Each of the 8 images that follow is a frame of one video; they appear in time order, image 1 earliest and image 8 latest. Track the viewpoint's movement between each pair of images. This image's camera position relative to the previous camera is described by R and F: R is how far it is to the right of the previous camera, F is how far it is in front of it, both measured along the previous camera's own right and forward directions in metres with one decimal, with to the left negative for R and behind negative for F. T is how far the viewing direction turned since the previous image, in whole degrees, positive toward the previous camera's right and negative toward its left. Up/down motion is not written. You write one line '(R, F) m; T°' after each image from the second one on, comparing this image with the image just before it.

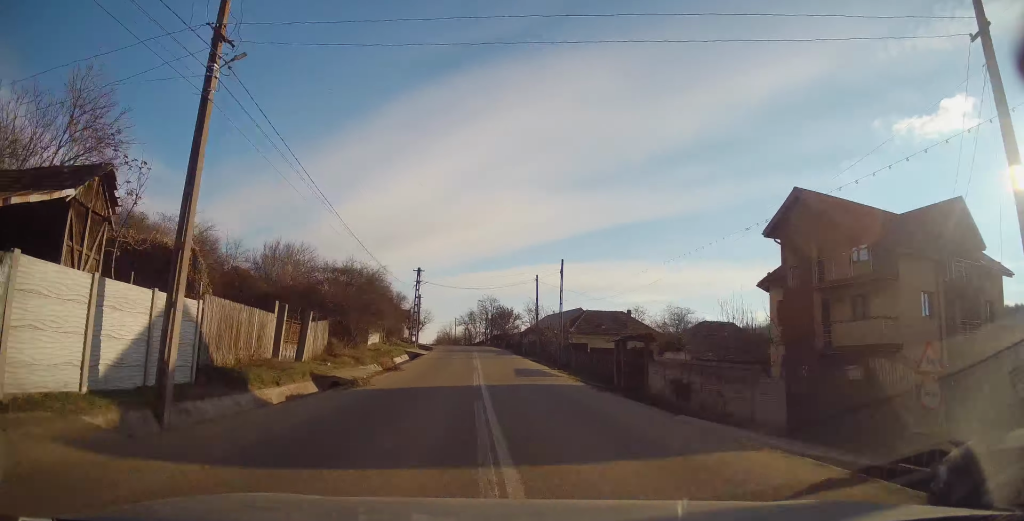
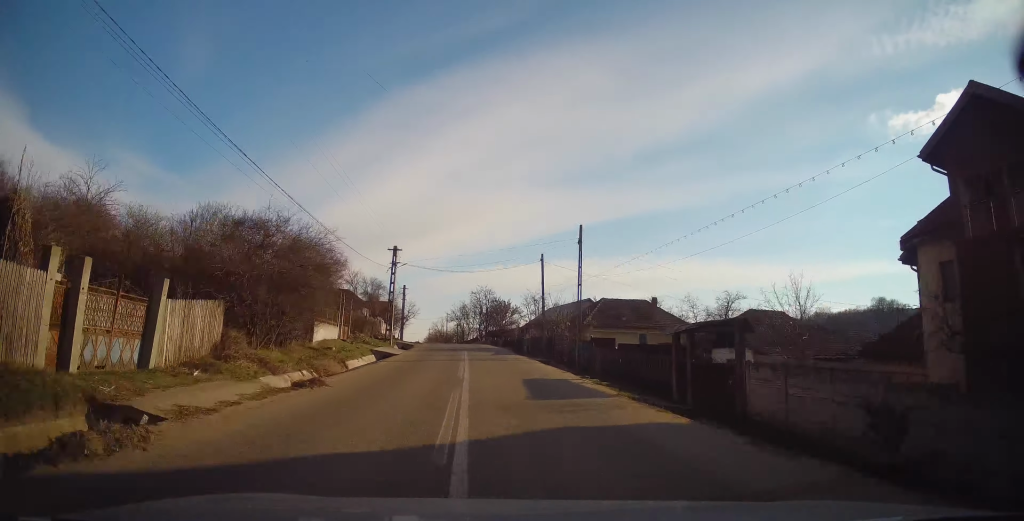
(+0.1, +11.1) m; 0°
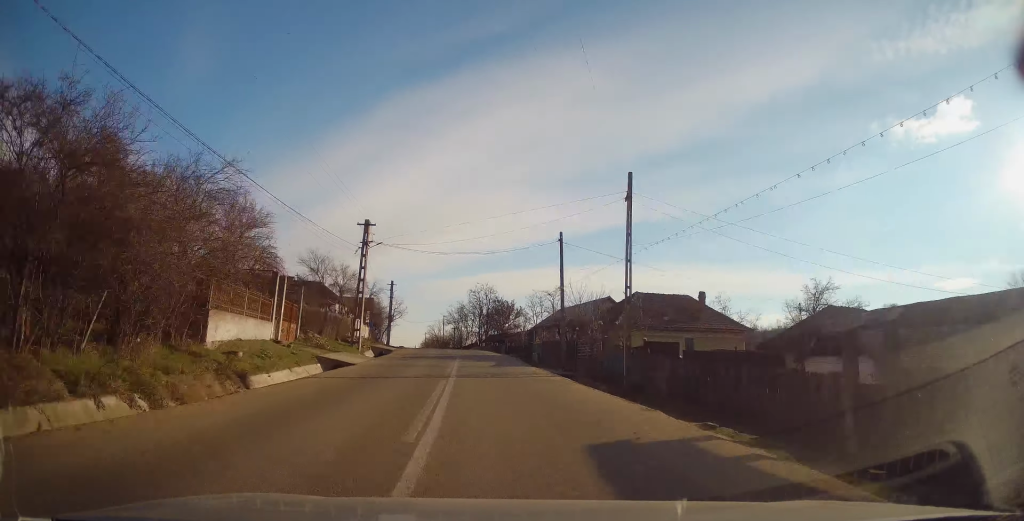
(0.0, +11.0) m; 0°
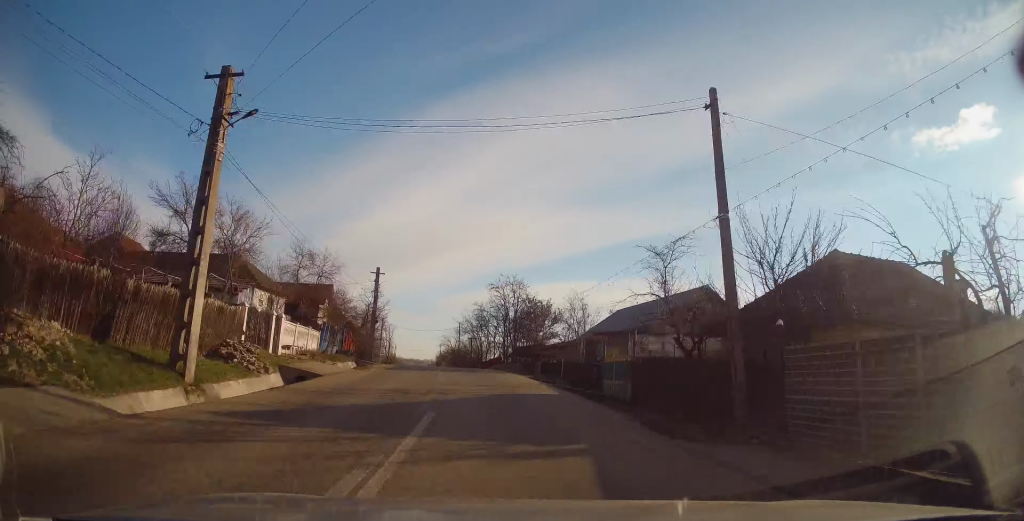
(0.0, +21.2) m; -3°
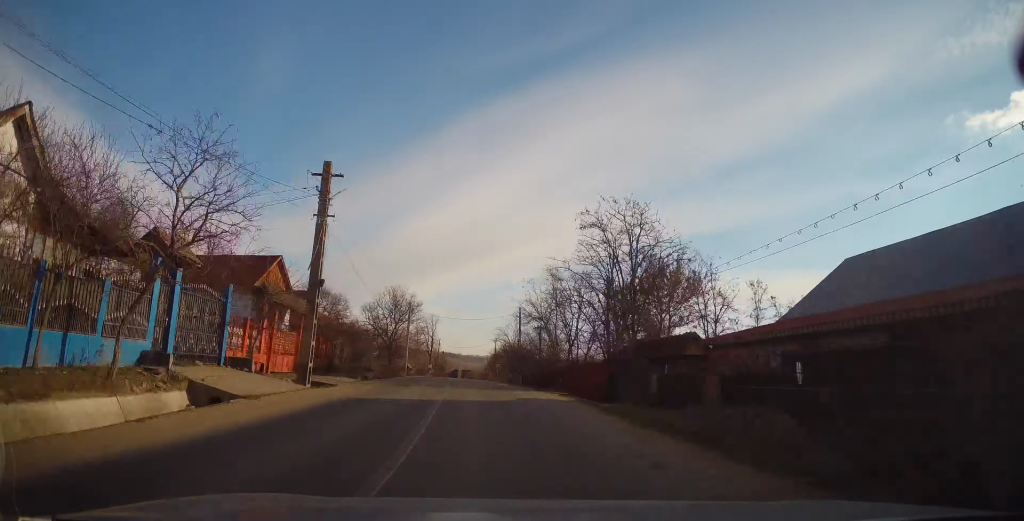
(-1.6, +27.0) m; -6°
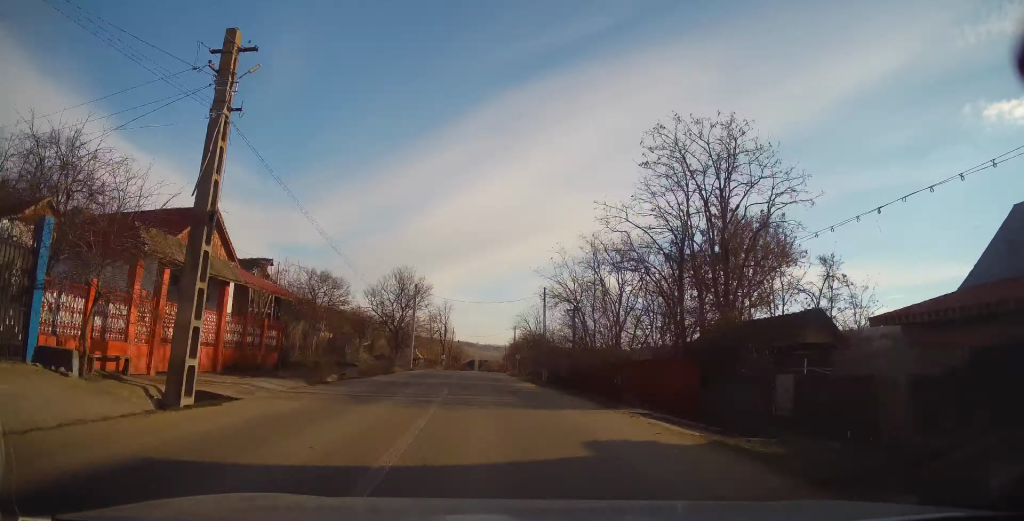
(-0.2, +9.4) m; -1°
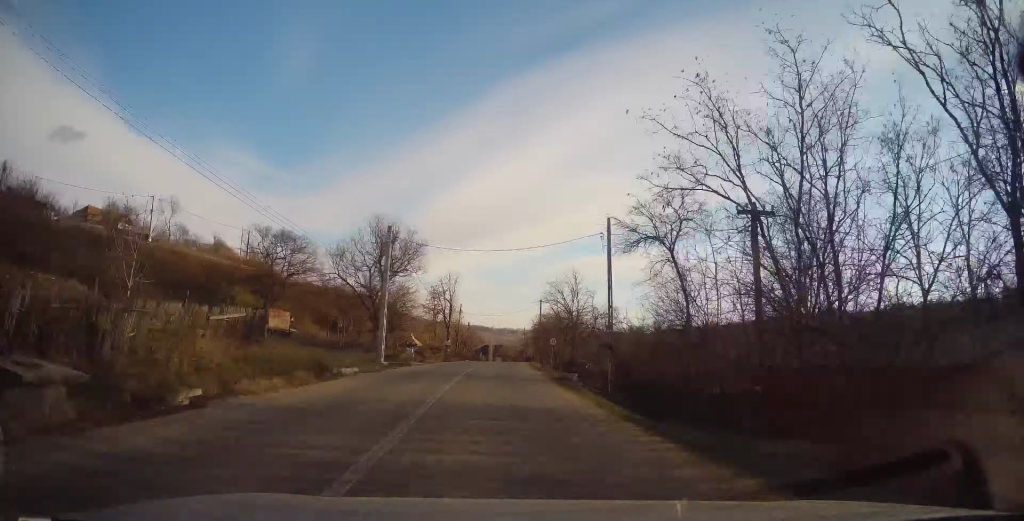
(-0.2, +21.2) m; -1°
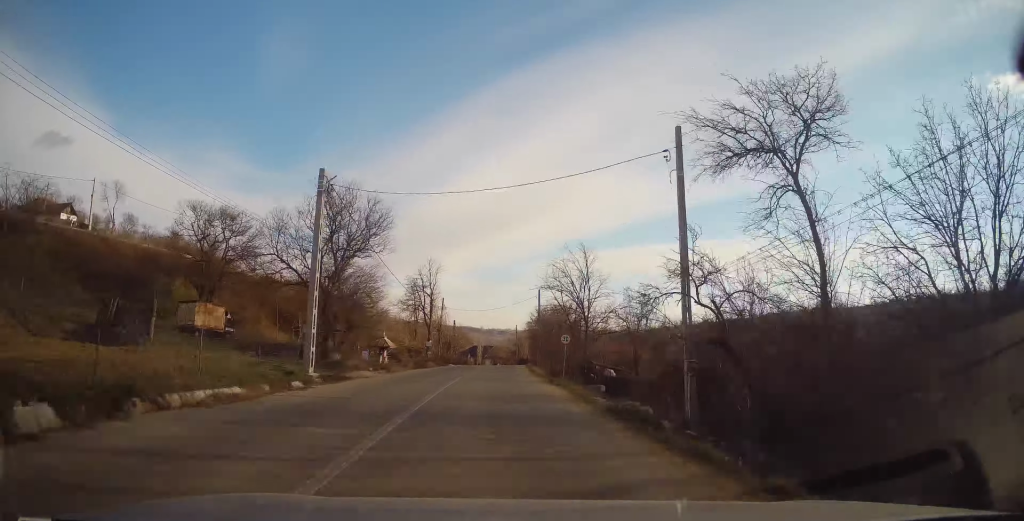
(-0.1, +11.5) m; 0°
